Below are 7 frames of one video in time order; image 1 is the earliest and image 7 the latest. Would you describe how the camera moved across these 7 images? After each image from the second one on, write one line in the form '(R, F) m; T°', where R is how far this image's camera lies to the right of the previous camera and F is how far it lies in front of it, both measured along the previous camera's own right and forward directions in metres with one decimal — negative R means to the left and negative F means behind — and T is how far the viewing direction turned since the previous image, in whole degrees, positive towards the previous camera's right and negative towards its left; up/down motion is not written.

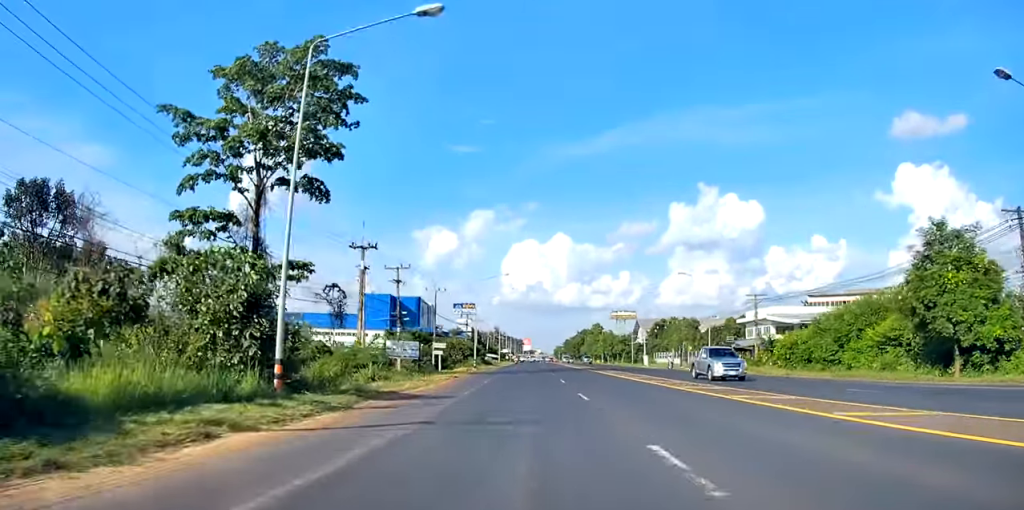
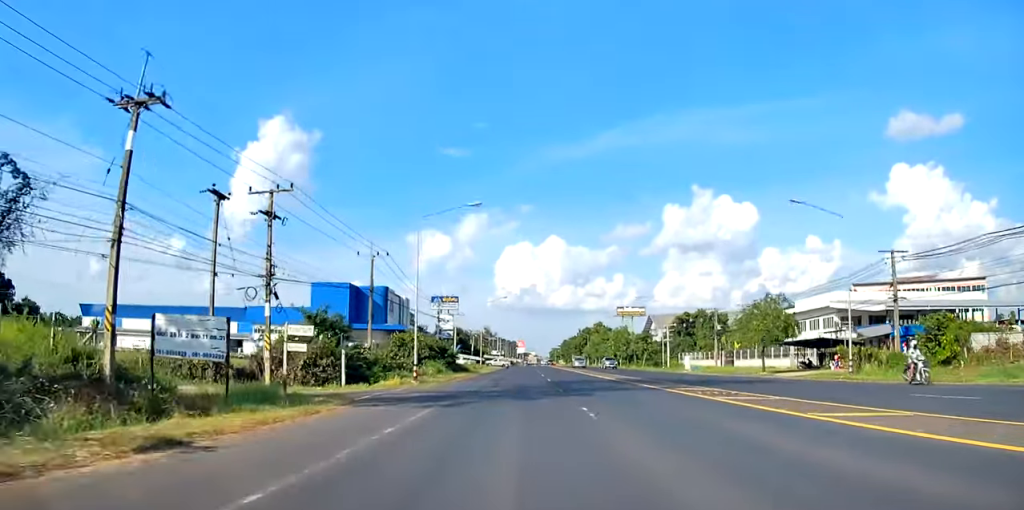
(+0.5, +29.6) m; +1°
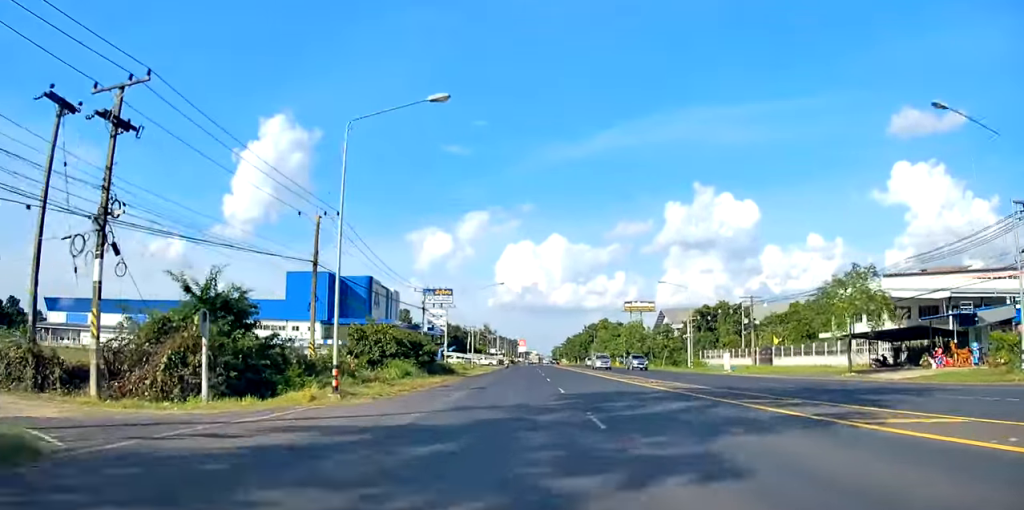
(0.0, +13.6) m; 0°
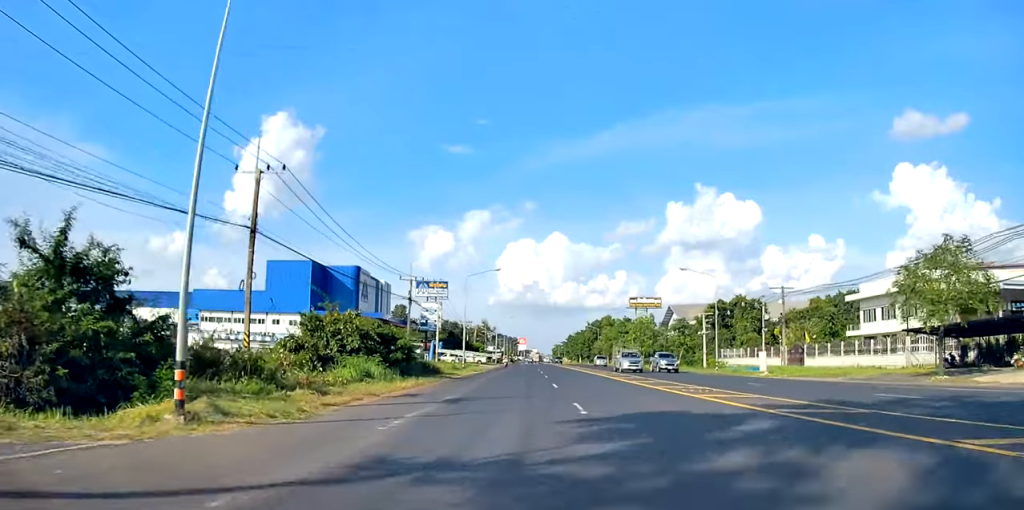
(0.0, +9.4) m; 0°
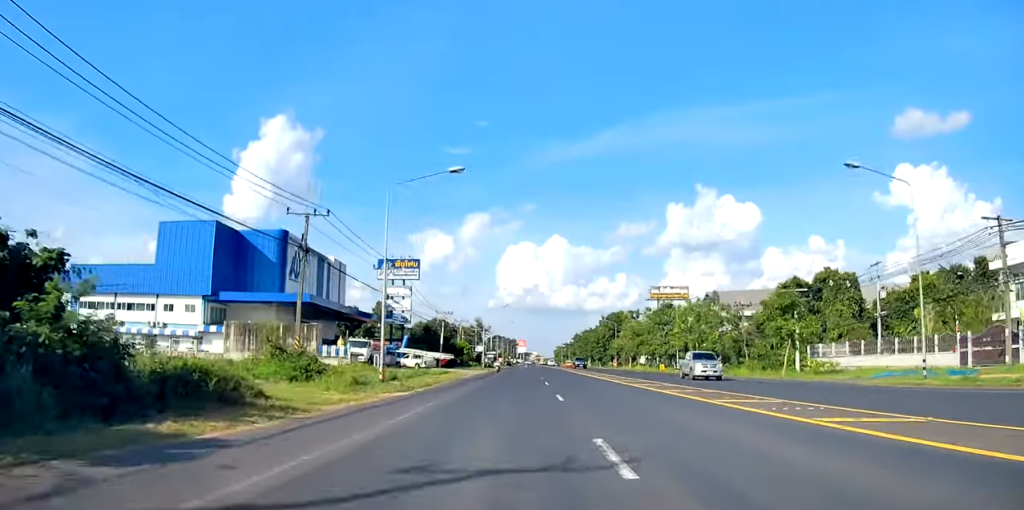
(0.0, +32.4) m; -1°
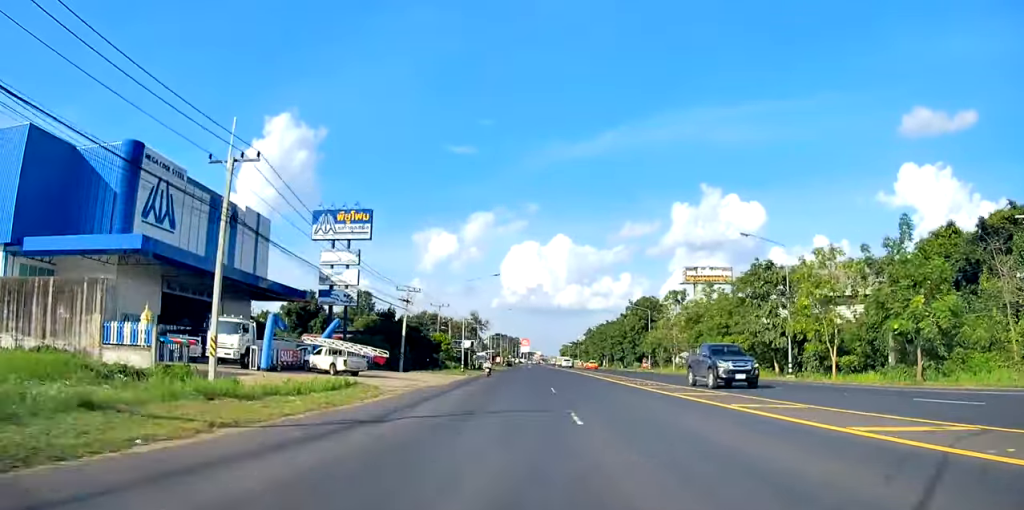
(-0.4, +31.8) m; -1°
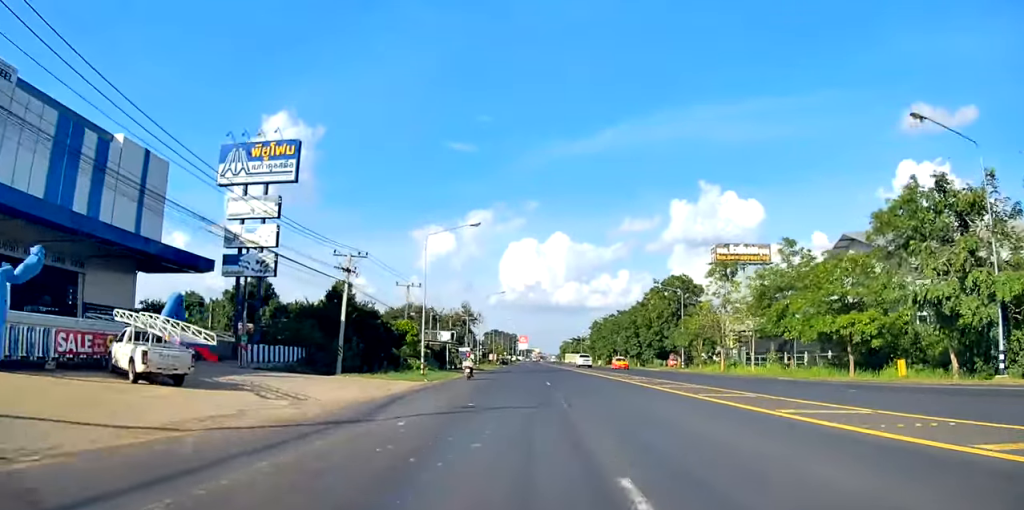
(0.0, +21.5) m; 0°
